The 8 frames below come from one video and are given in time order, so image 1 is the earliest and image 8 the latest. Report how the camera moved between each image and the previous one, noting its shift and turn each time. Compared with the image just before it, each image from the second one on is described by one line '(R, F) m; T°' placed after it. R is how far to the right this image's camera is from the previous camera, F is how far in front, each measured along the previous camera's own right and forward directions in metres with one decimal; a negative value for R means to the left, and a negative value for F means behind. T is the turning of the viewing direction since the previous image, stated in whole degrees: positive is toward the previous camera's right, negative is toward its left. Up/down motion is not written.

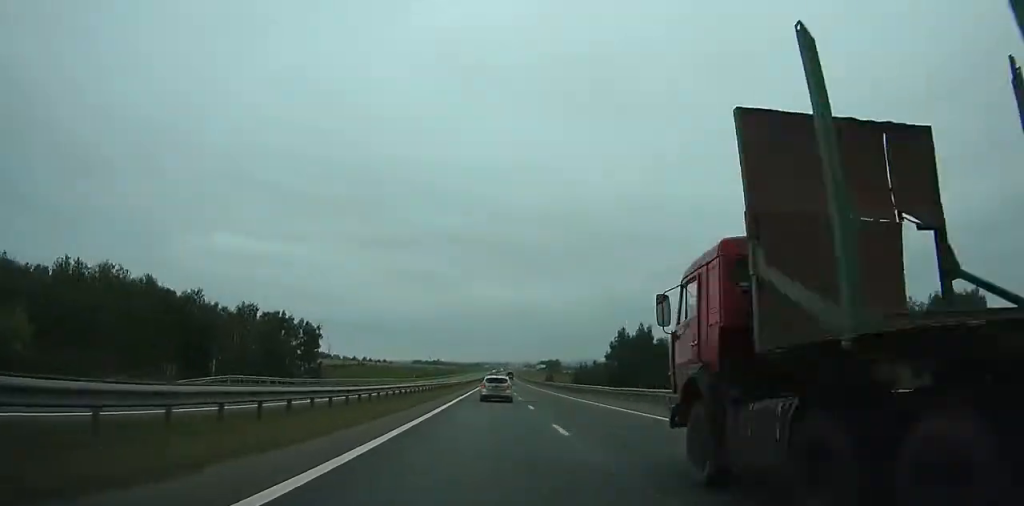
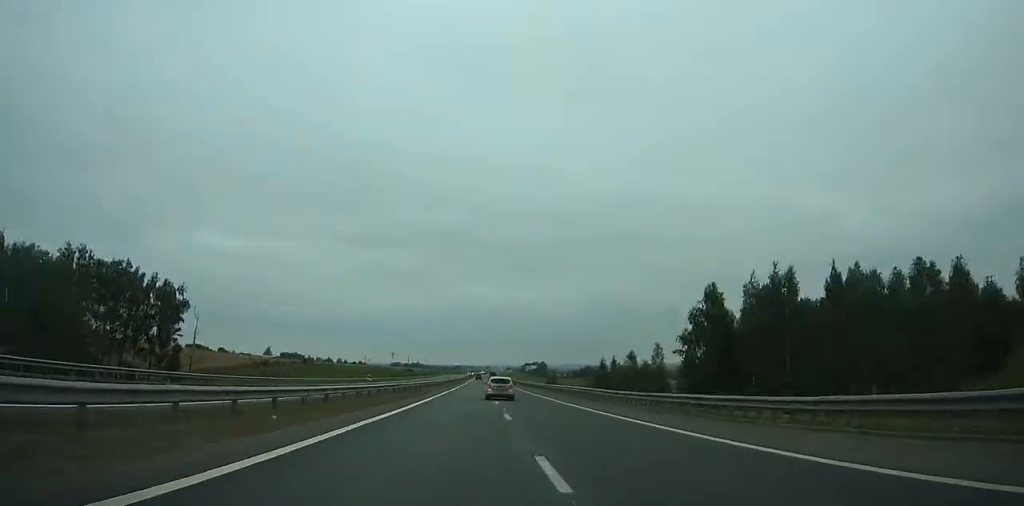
(+0.5, +65.7) m; +1°
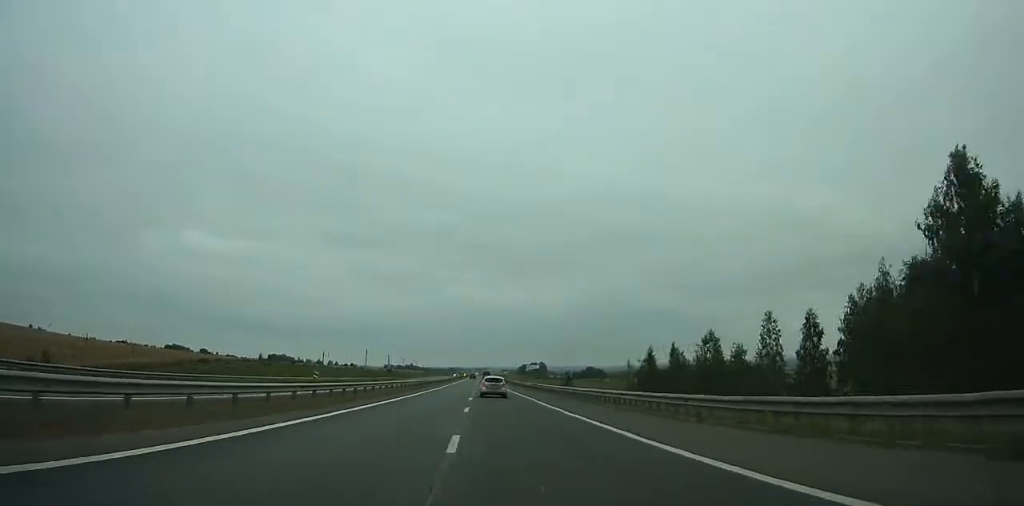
(+0.3, +44.9) m; +1°
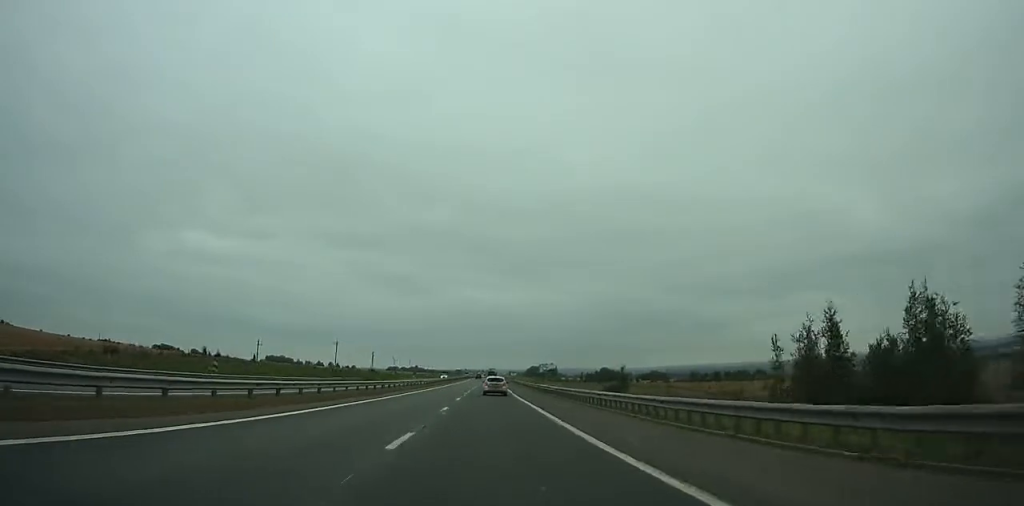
(+0.3, +47.4) m; 0°
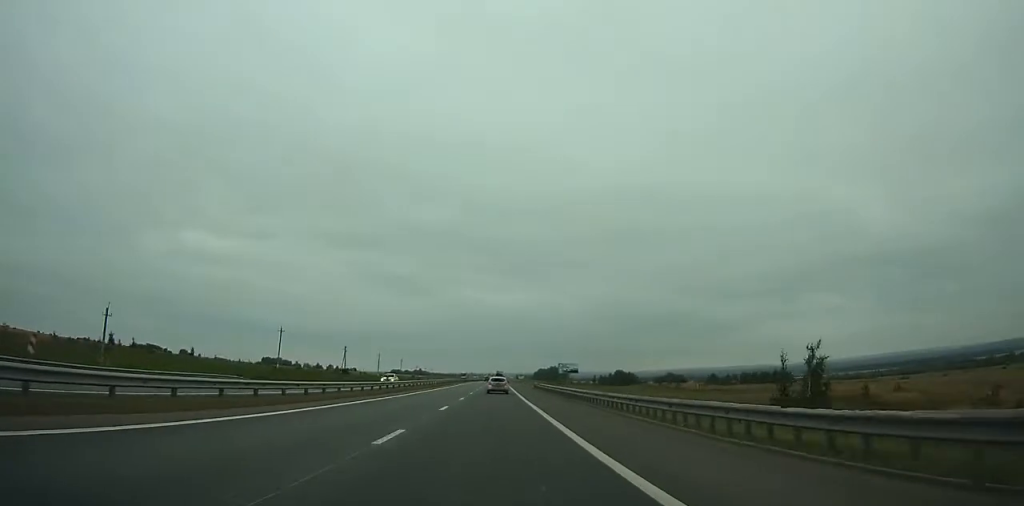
(+0.2, +47.4) m; 0°
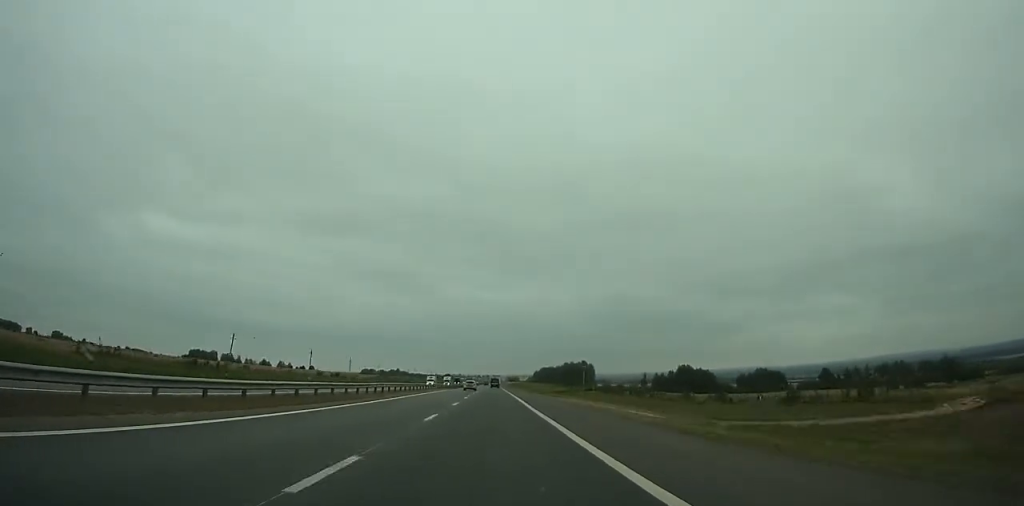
(-0.3, +232.6) m; 0°
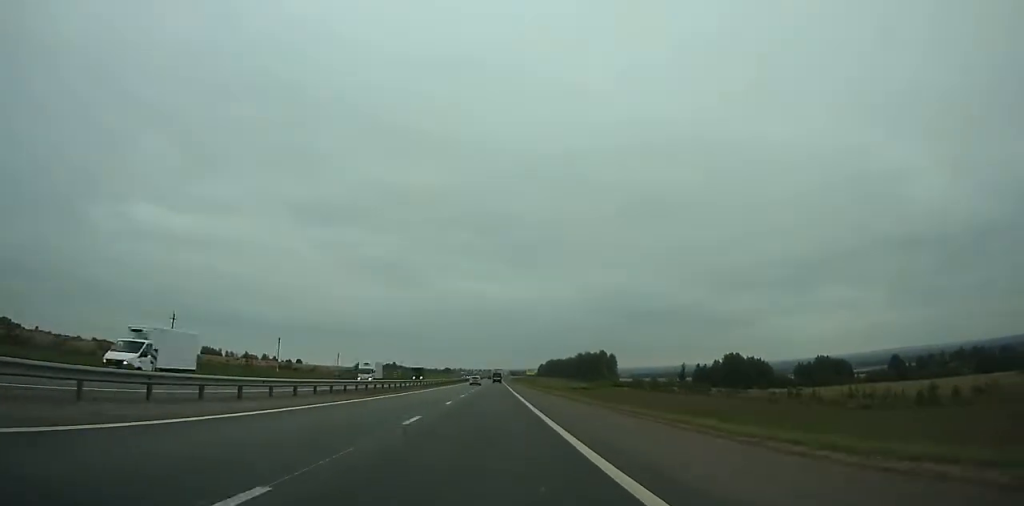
(+0.2, +73.6) m; 0°
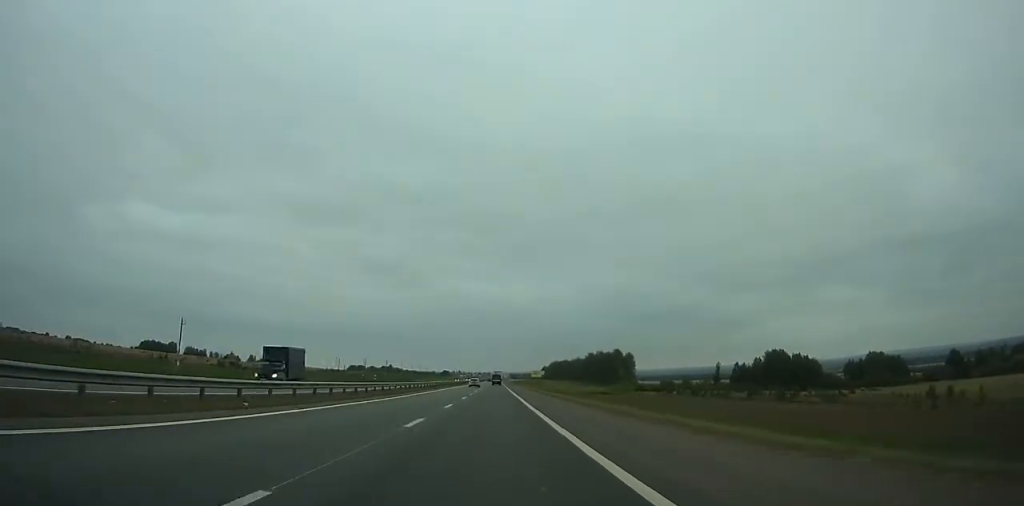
(0.0, +47.5) m; 0°
